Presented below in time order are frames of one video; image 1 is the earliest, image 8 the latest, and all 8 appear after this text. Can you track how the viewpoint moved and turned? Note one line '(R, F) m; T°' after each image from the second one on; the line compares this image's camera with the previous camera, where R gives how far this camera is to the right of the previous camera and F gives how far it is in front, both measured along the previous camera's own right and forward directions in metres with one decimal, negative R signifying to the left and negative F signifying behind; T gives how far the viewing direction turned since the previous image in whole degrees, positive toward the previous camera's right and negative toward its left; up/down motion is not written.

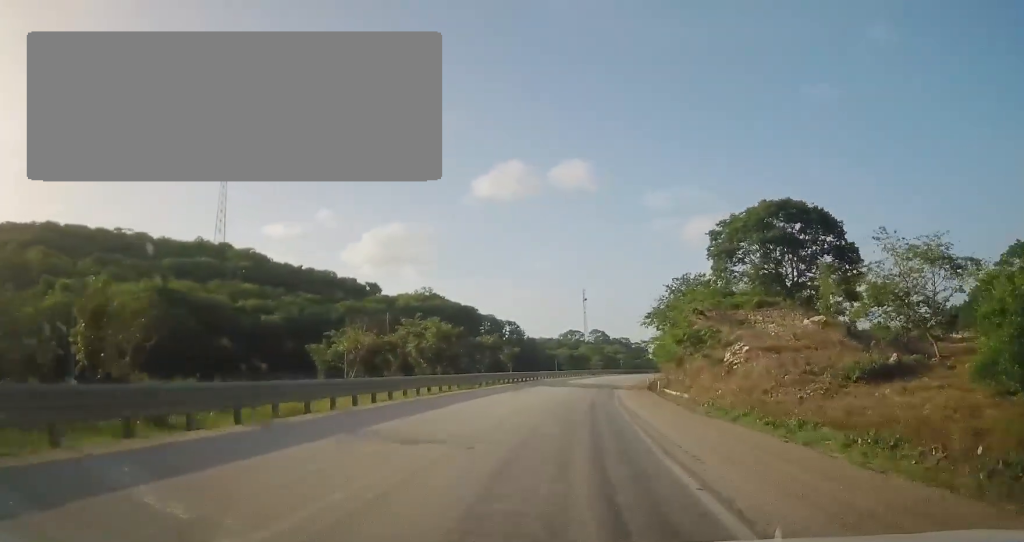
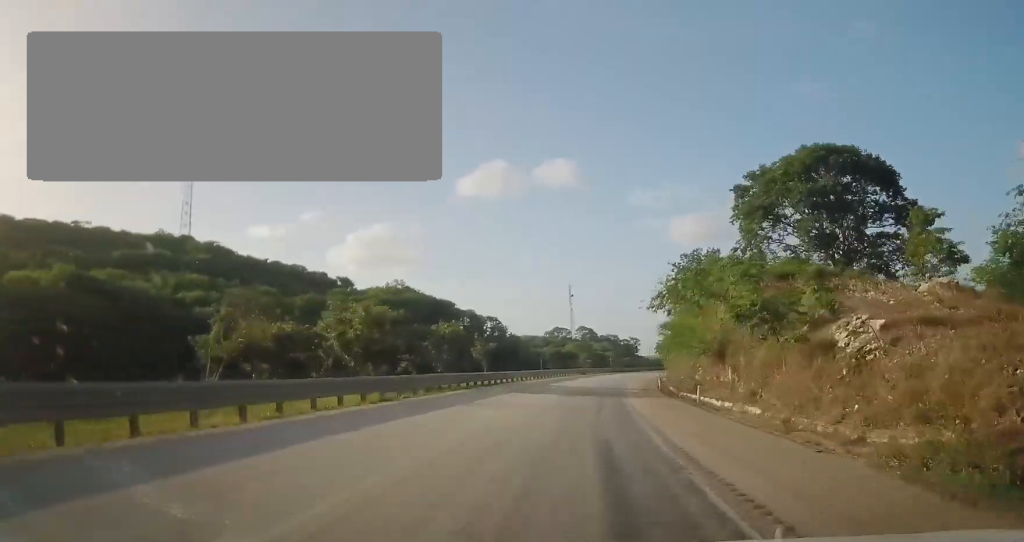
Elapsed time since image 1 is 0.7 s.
(-0.1, +15.0) m; +1°
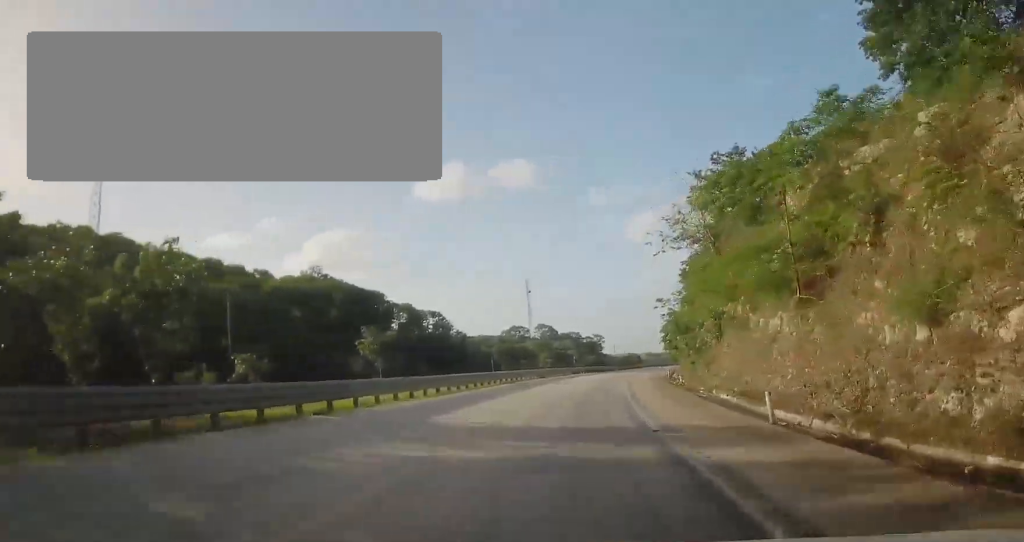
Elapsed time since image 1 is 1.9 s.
(+0.9, +29.7) m; +4°
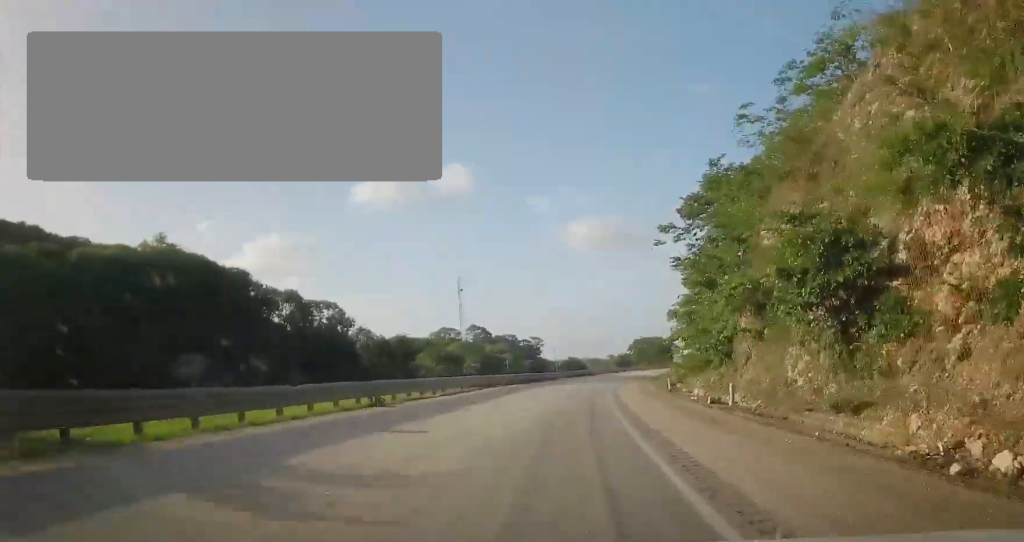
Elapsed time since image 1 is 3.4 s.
(+1.8, +35.0) m; +6°
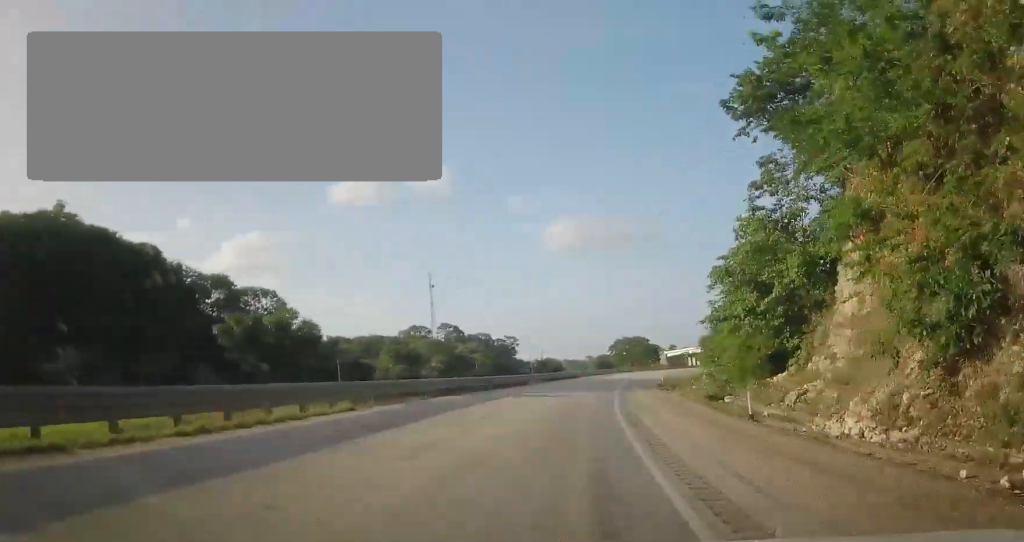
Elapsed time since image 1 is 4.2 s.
(+0.6, +19.2) m; +2°
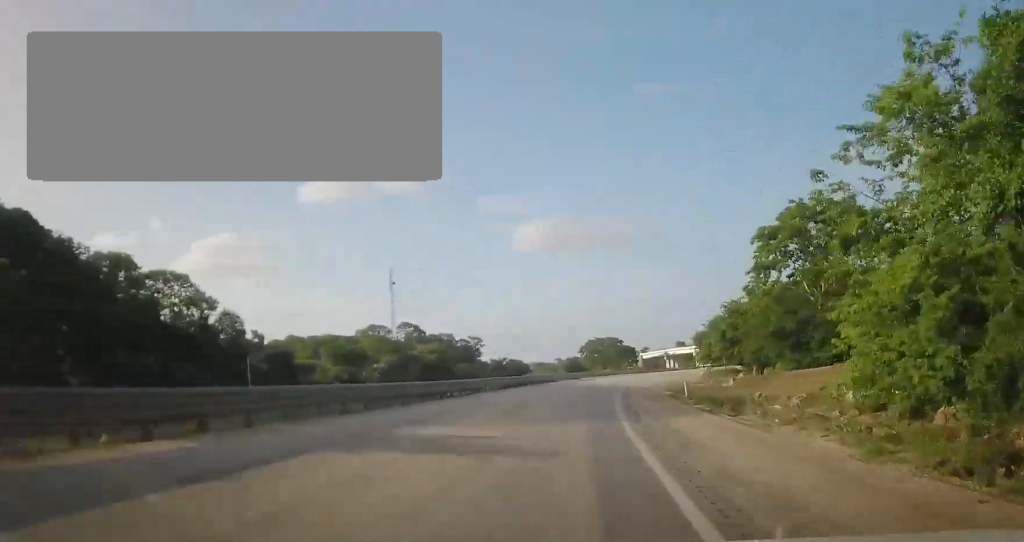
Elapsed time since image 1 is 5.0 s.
(+0.3, +19.7) m; +2°
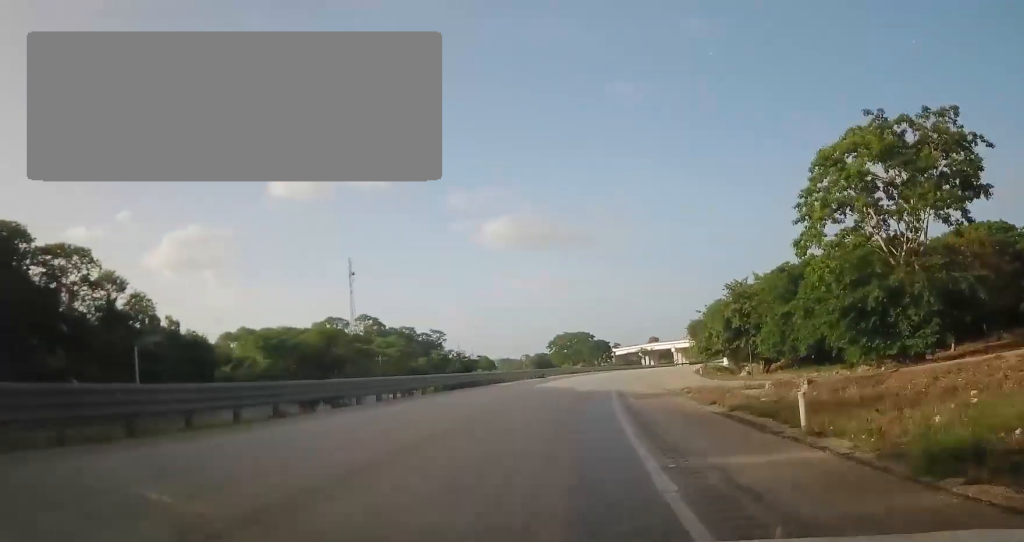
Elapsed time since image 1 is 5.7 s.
(-0.2, +17.1) m; +3°
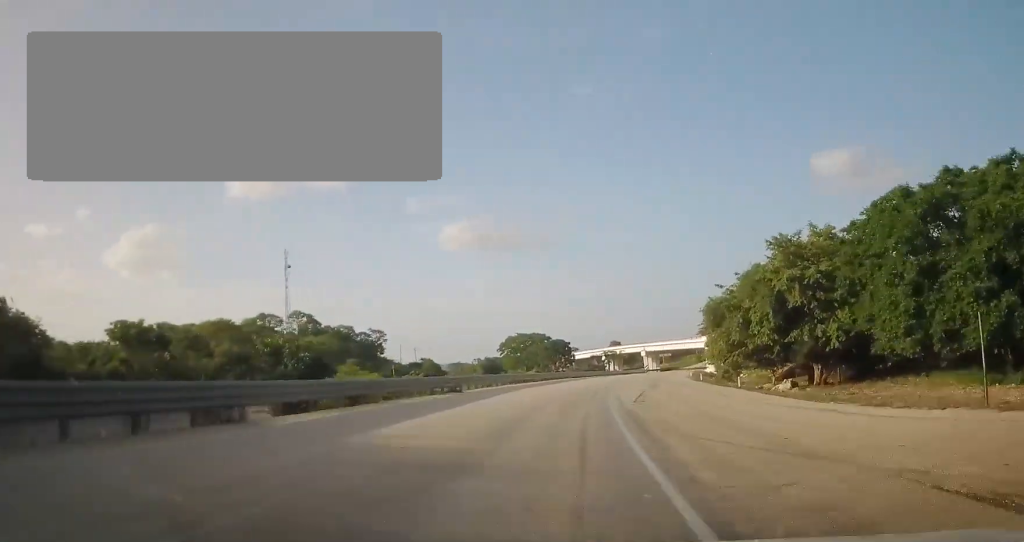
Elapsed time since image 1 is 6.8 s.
(+1.8, +28.2) m; +5°
